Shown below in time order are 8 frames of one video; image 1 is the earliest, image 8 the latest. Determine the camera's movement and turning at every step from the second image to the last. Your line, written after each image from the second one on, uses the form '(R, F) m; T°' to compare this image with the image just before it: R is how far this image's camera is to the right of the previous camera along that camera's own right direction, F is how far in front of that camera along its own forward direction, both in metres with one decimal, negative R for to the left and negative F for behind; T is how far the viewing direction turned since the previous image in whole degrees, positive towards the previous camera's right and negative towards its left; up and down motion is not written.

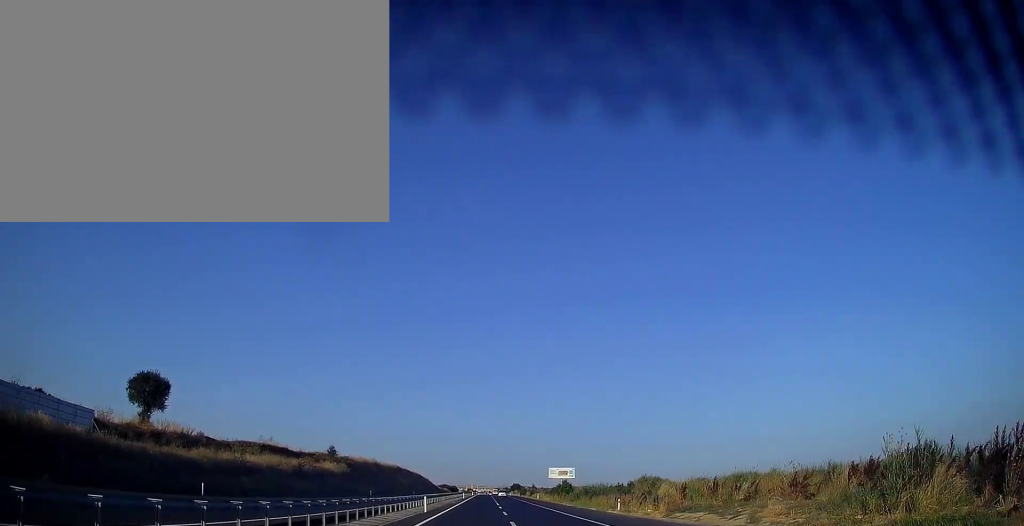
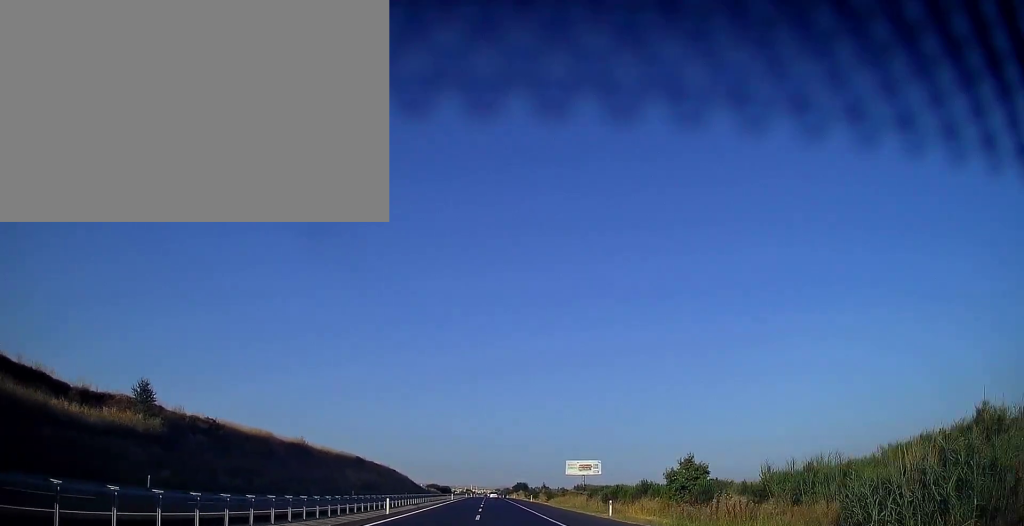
(-0.1, +63.2) m; 0°
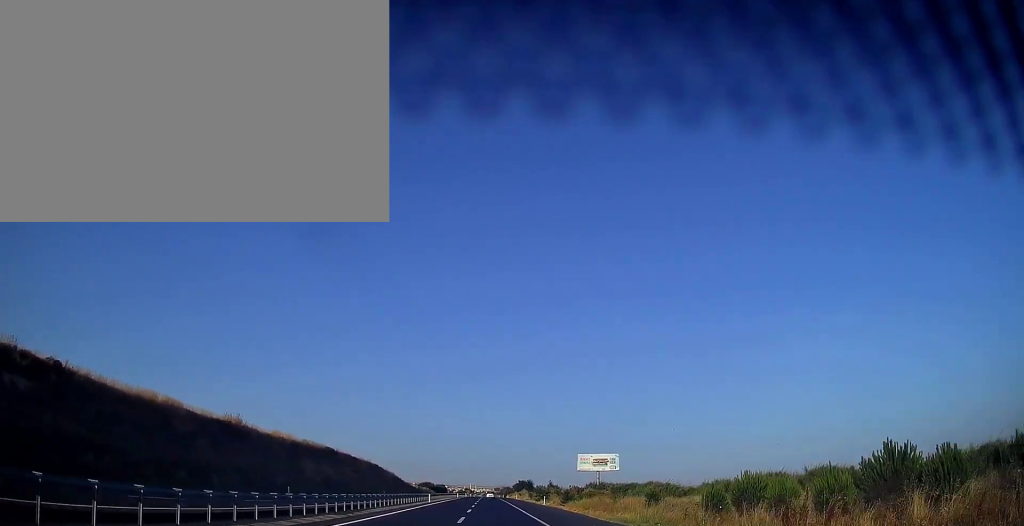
(0.0, +27.9) m; 0°
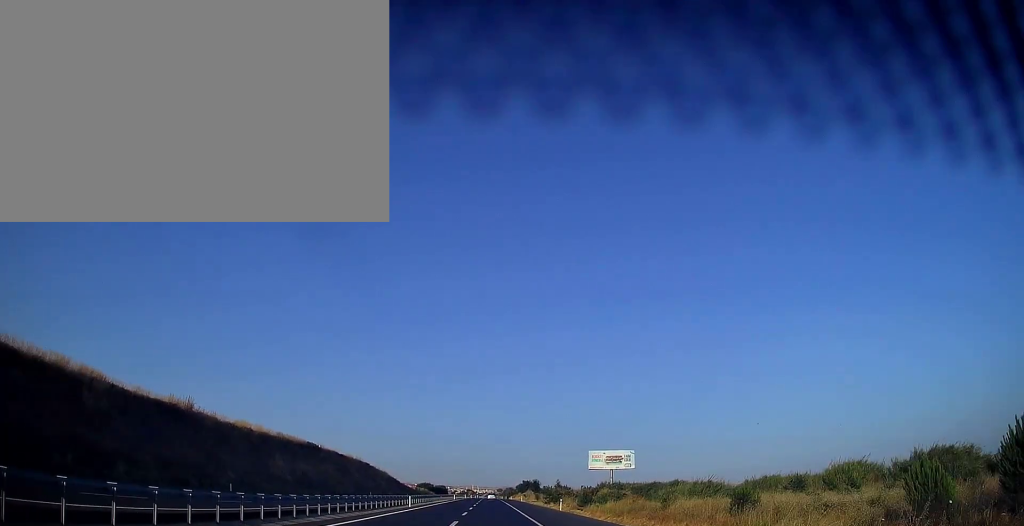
(0.0, +14.8) m; 0°
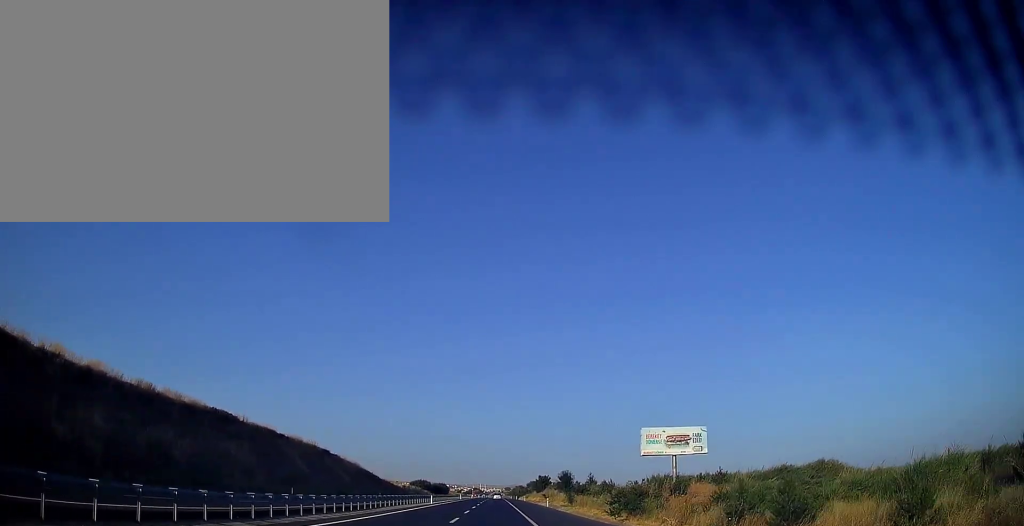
(-0.4, +44.4) m; 0°
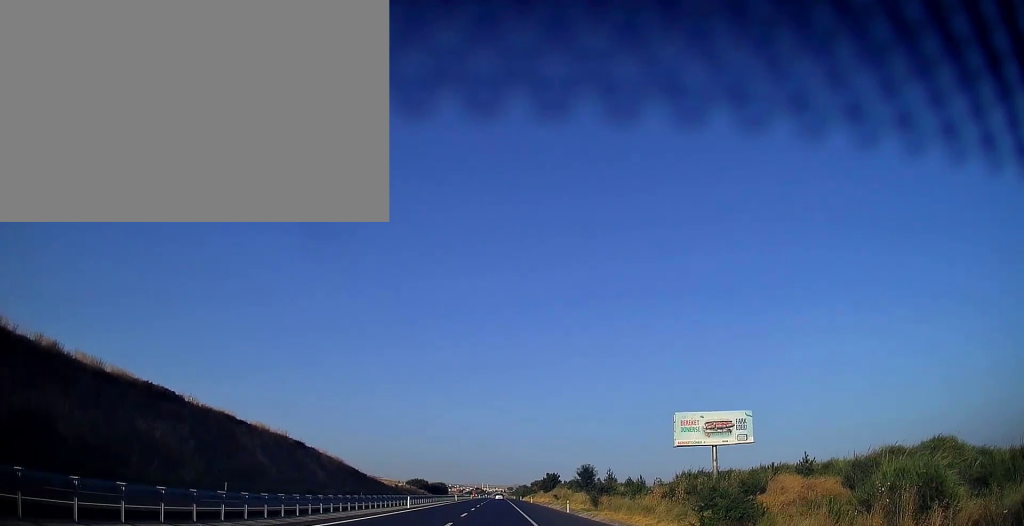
(+0.3, +16.7) m; 0°
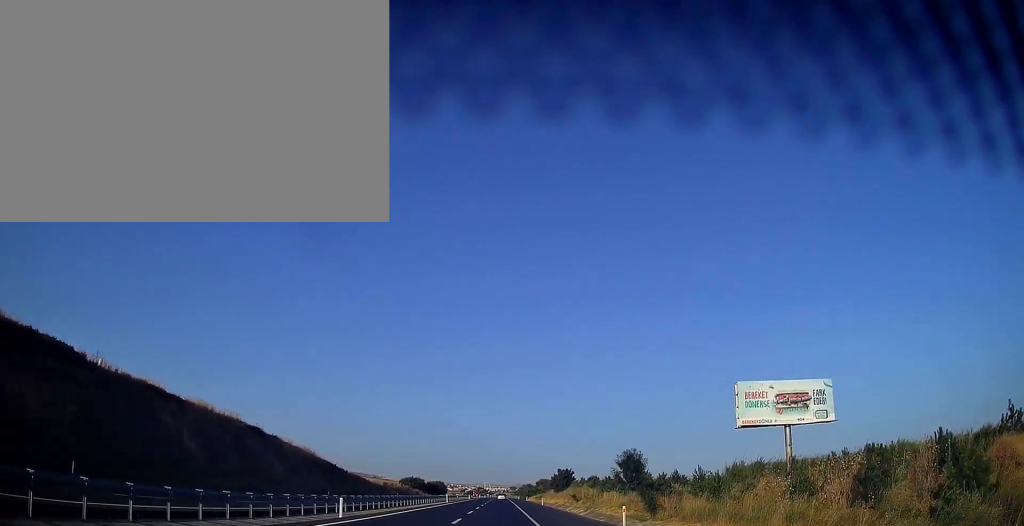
(-0.1, +19.7) m; 0°
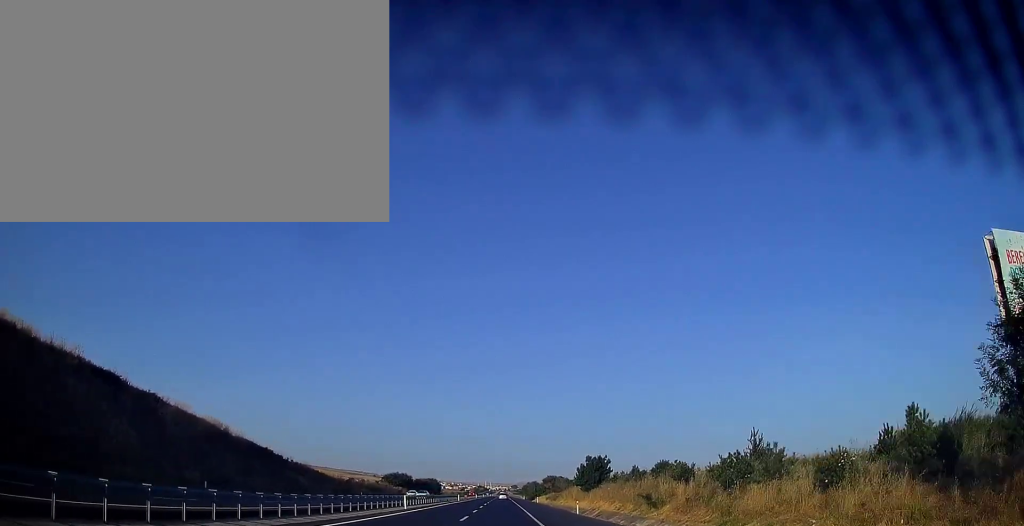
(-0.3, +33.4) m; -1°
